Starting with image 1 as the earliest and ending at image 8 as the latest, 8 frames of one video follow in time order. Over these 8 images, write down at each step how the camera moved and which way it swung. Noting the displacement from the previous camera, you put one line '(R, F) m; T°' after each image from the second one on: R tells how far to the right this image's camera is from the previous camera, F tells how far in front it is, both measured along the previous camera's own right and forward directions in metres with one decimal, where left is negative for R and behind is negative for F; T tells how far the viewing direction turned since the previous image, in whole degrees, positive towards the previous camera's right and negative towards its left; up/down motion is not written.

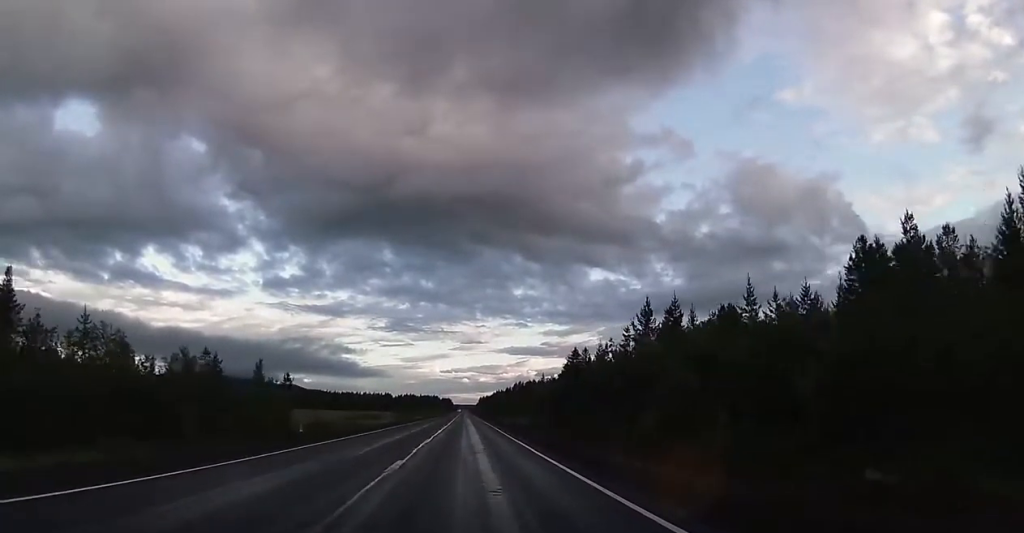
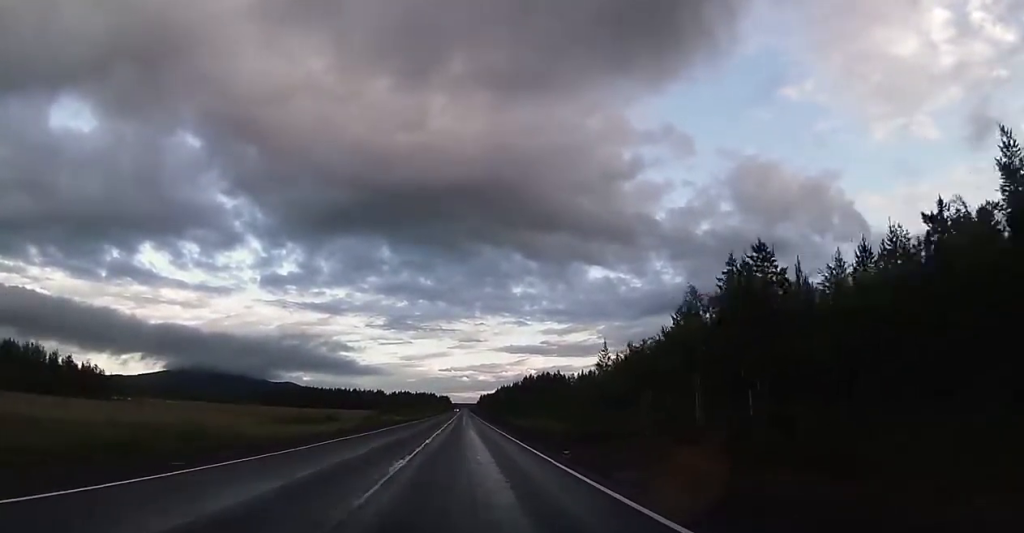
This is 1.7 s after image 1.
(+0.4, +47.5) m; 0°
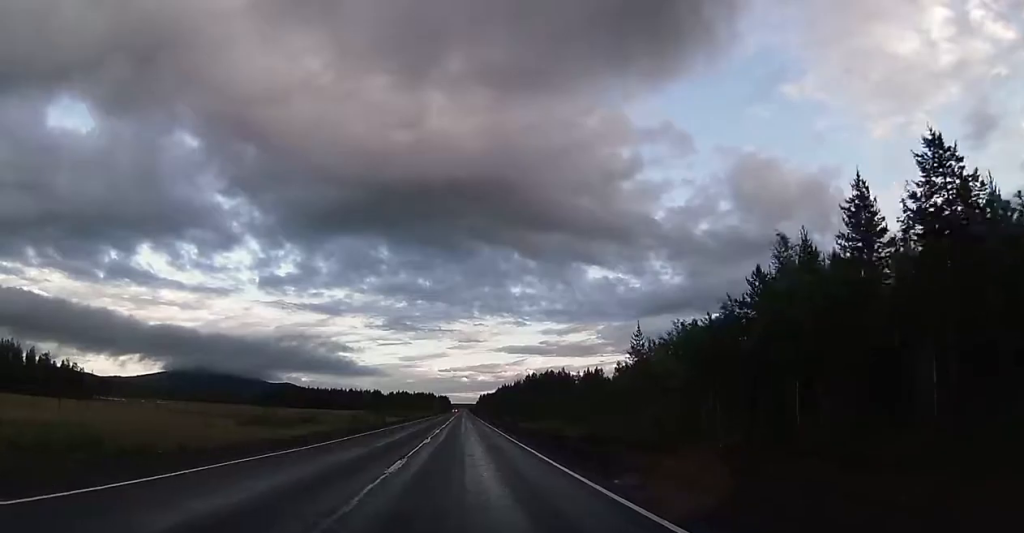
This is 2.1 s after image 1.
(-0.2, +12.1) m; 0°
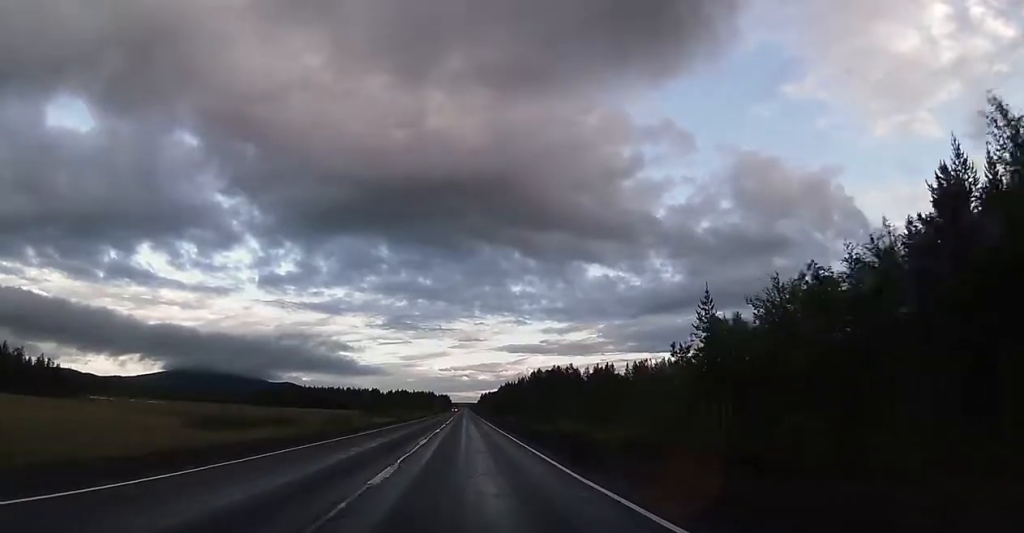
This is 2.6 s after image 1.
(0.0, +14.0) m; 0°
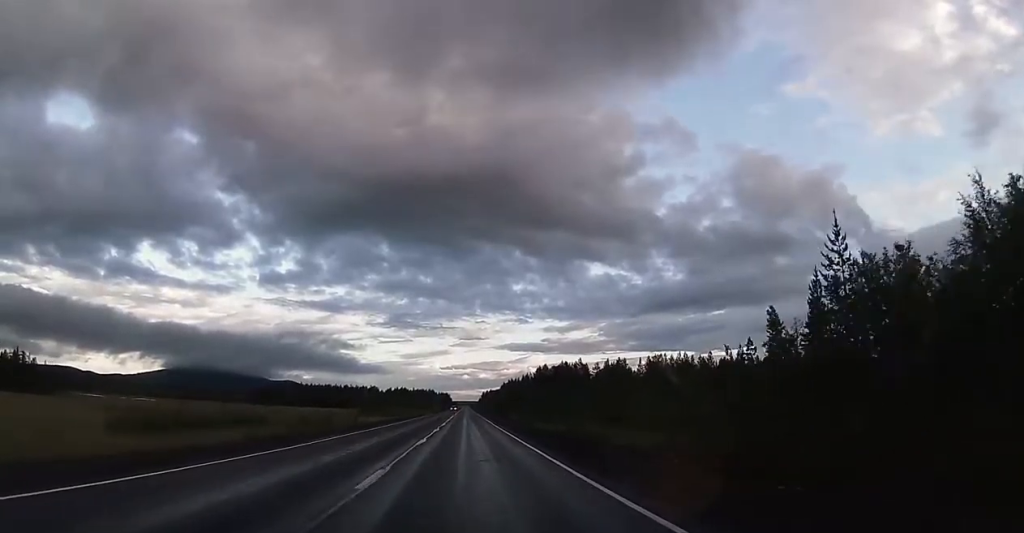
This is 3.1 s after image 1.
(+0.1, +13.1) m; 0°
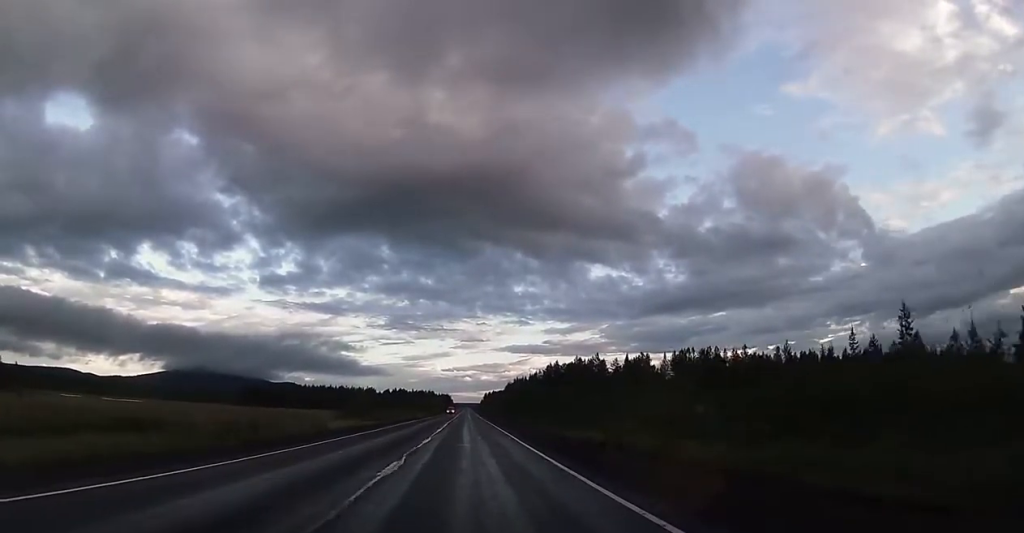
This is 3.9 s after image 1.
(-0.1, +21.6) m; 0°
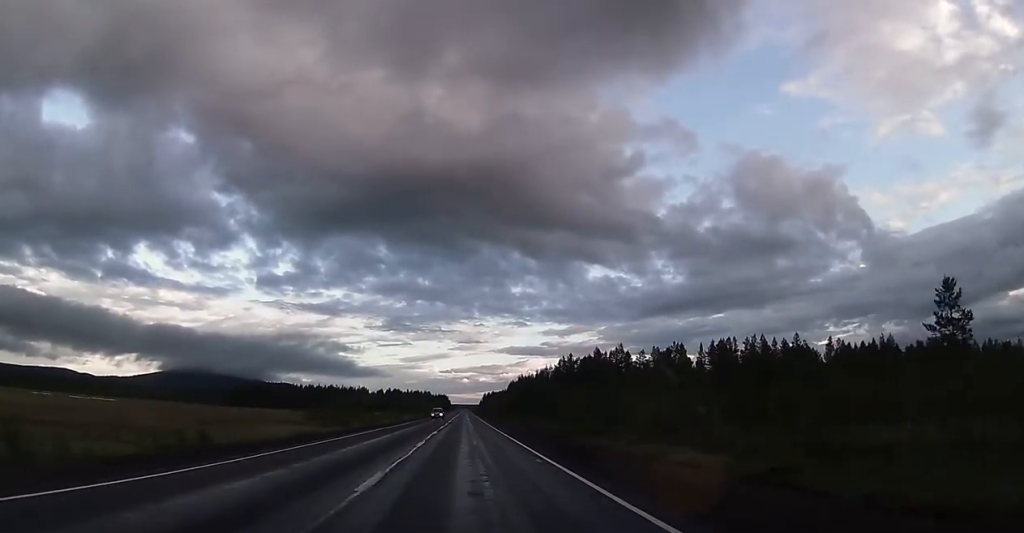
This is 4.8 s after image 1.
(0.0, +26.2) m; 0°
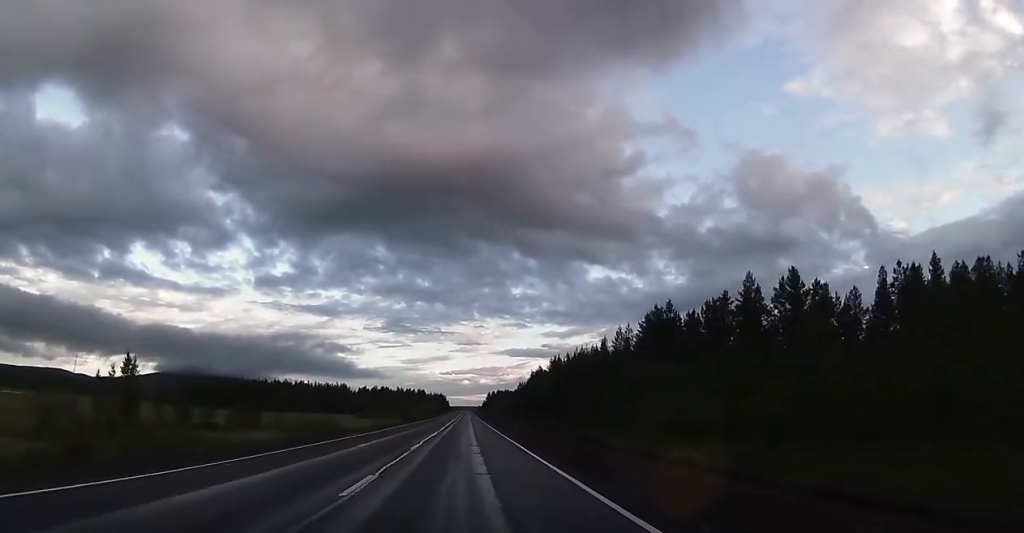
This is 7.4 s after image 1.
(+0.1, +72.4) m; 0°
